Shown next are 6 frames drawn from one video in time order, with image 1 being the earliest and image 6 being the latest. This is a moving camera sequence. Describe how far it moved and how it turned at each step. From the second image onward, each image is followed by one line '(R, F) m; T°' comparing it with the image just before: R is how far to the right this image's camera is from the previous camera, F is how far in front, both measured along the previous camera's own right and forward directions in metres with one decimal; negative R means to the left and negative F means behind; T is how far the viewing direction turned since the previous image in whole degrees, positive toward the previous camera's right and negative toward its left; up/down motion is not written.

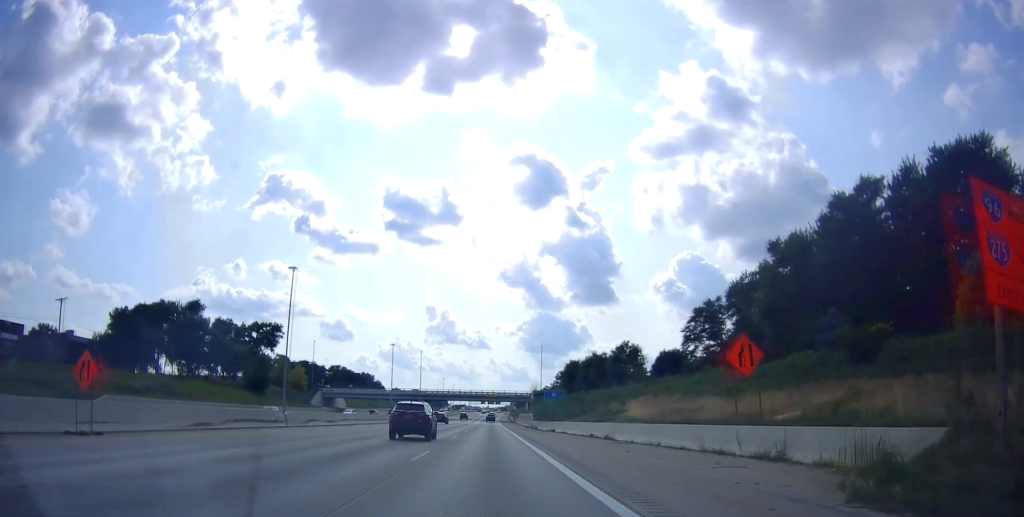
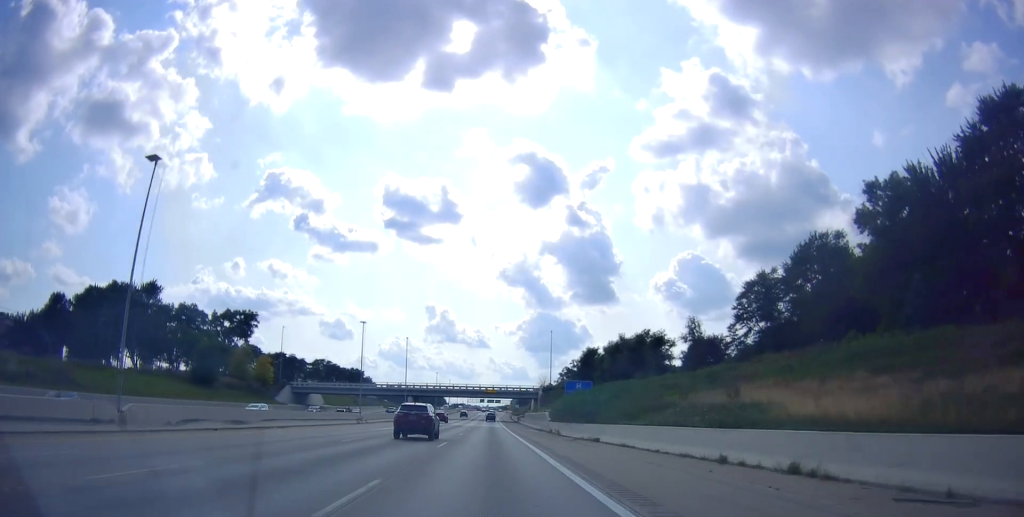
(0.0, +24.1) m; 0°
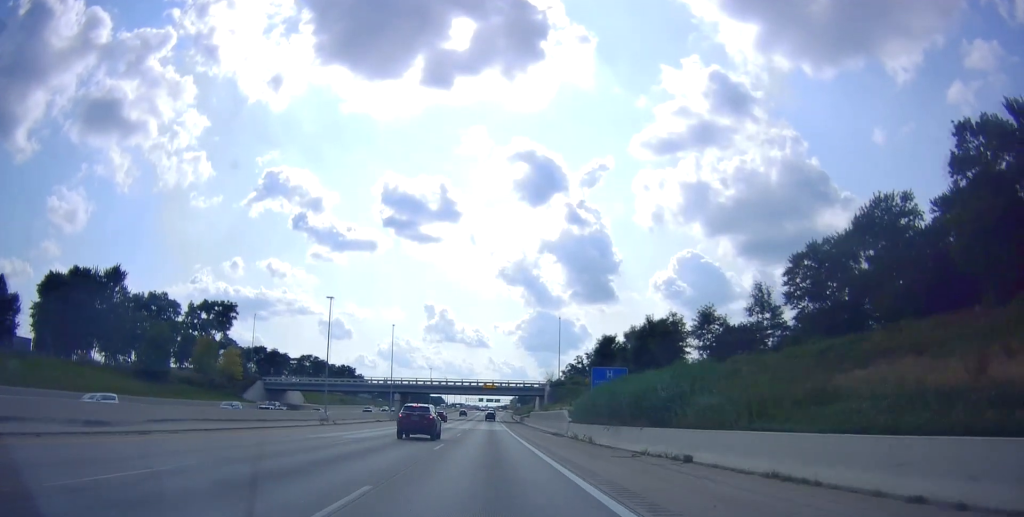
(0.0, +16.0) m; 0°
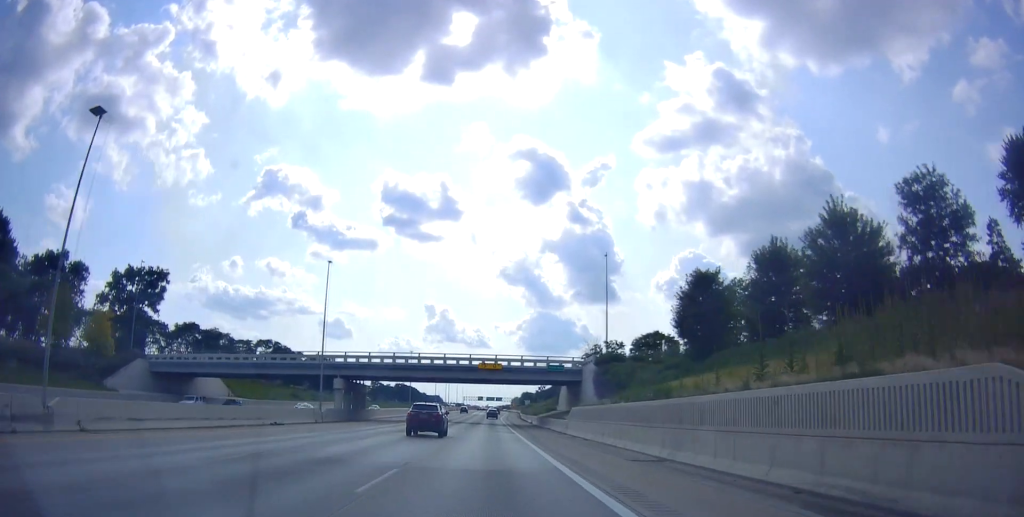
(0.0, +42.2) m; 0°
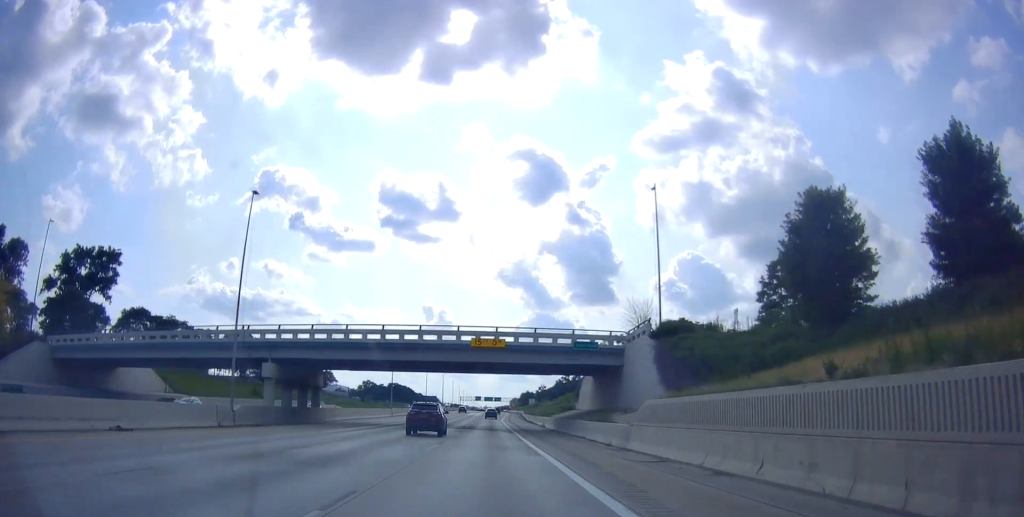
(0.0, +20.6) m; 0°
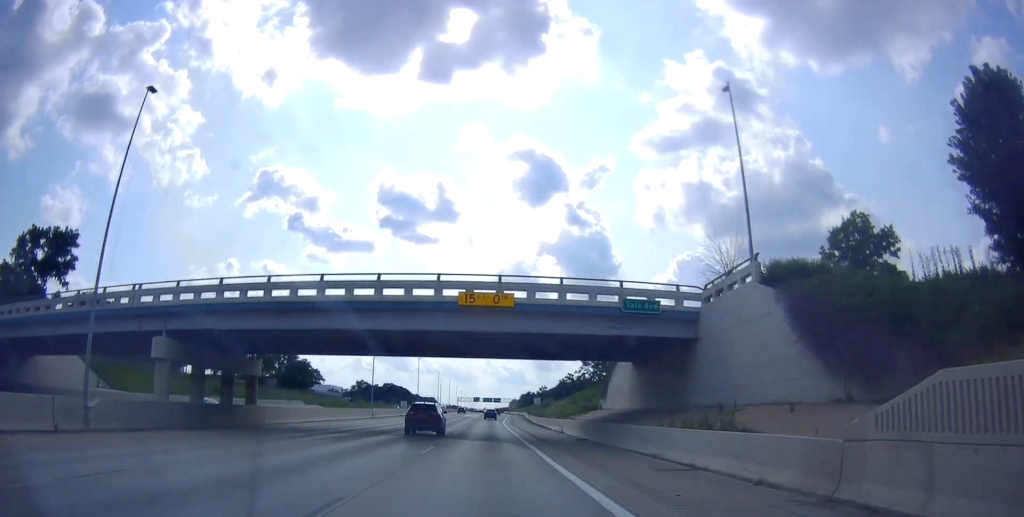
(0.0, +16.0) m; 0°
